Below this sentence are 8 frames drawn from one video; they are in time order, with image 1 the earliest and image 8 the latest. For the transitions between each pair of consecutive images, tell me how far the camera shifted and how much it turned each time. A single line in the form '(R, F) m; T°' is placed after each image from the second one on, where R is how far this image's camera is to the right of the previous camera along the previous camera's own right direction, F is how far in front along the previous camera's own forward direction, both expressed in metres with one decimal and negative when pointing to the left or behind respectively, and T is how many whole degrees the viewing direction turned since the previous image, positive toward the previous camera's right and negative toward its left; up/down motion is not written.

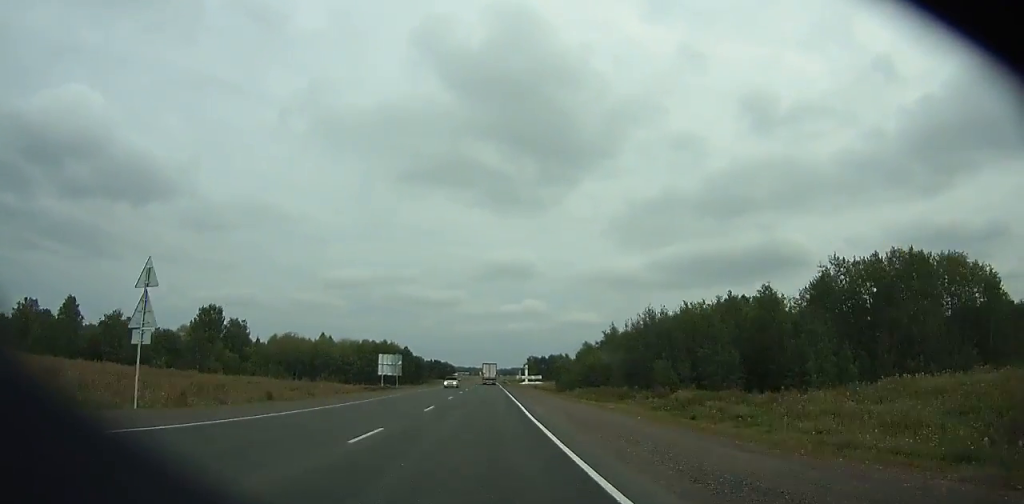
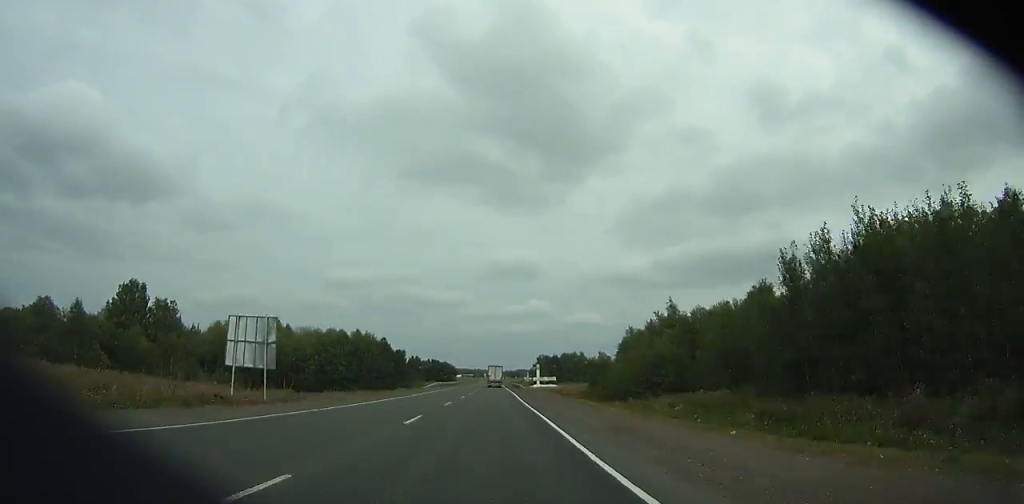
(-0.1, +43.2) m; 0°
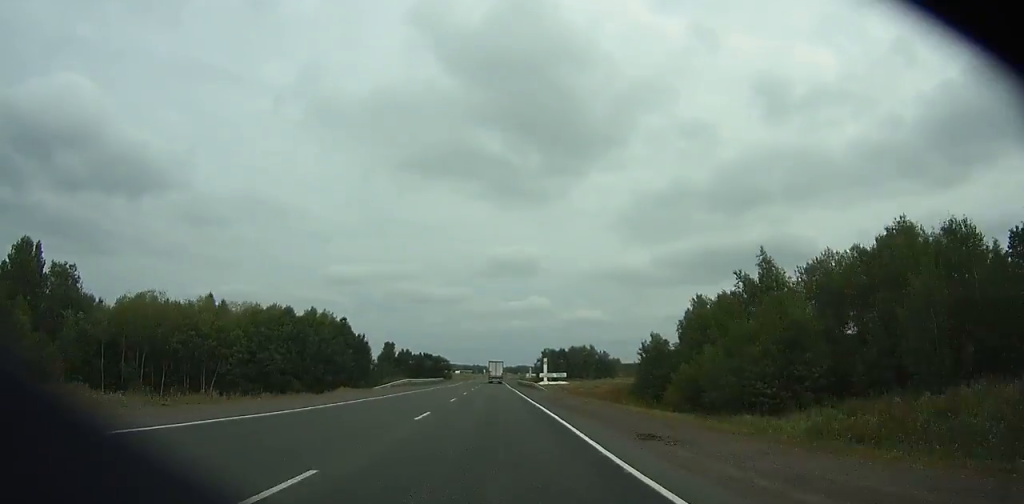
(-0.1, +35.8) m; 0°
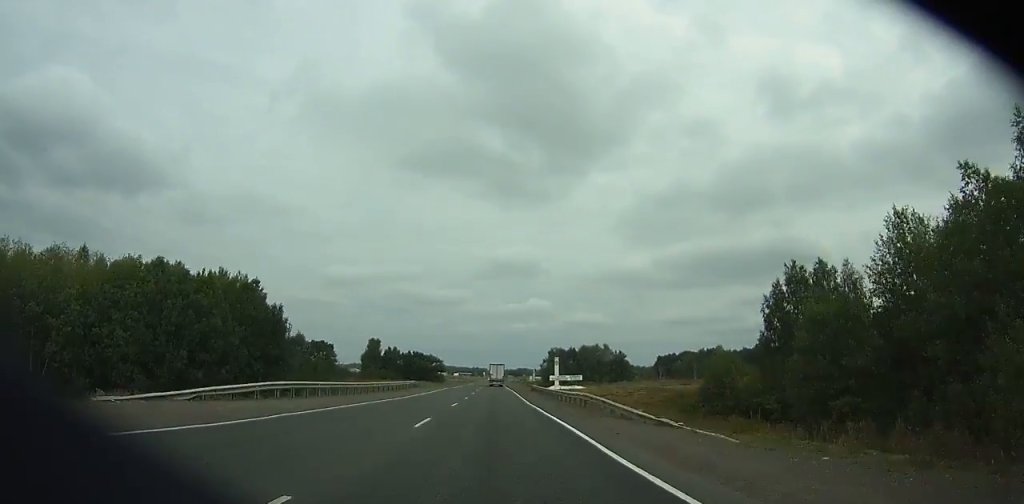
(+0.1, +38.2) m; 0°
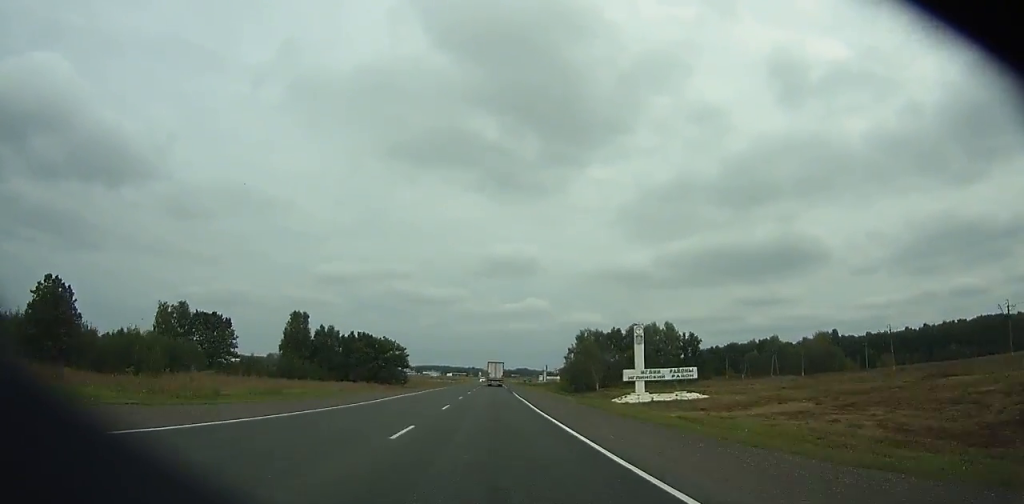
(+0.2, +97.5) m; 0°
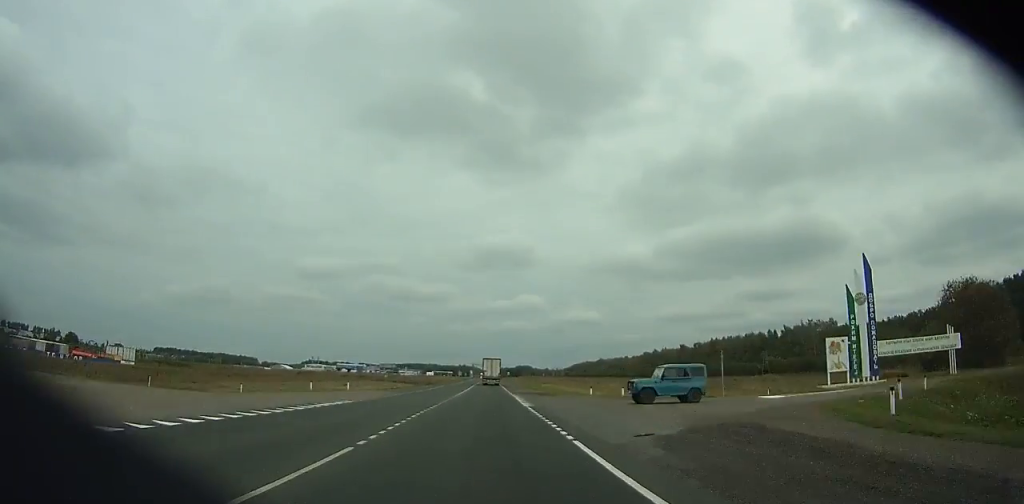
(+1.1, +245.2) m; +1°
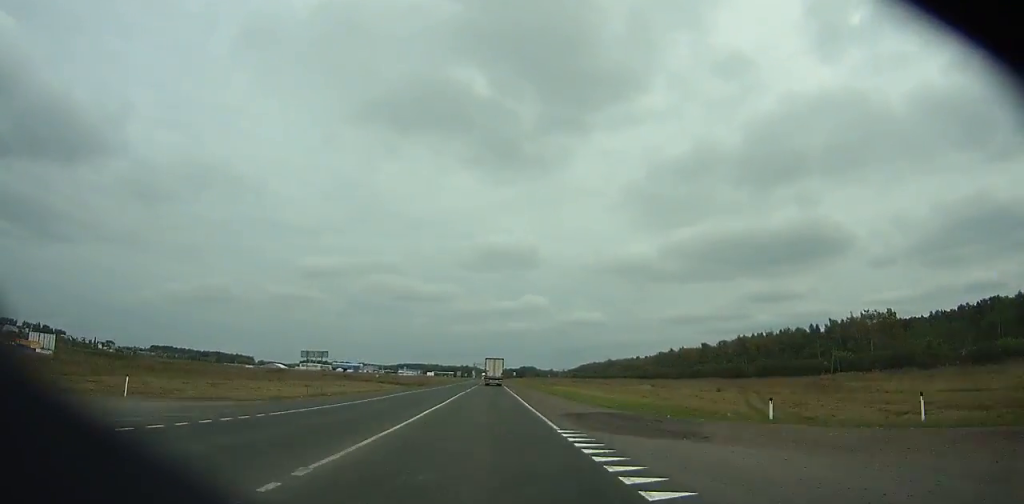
(+0.1, +31.6) m; 0°
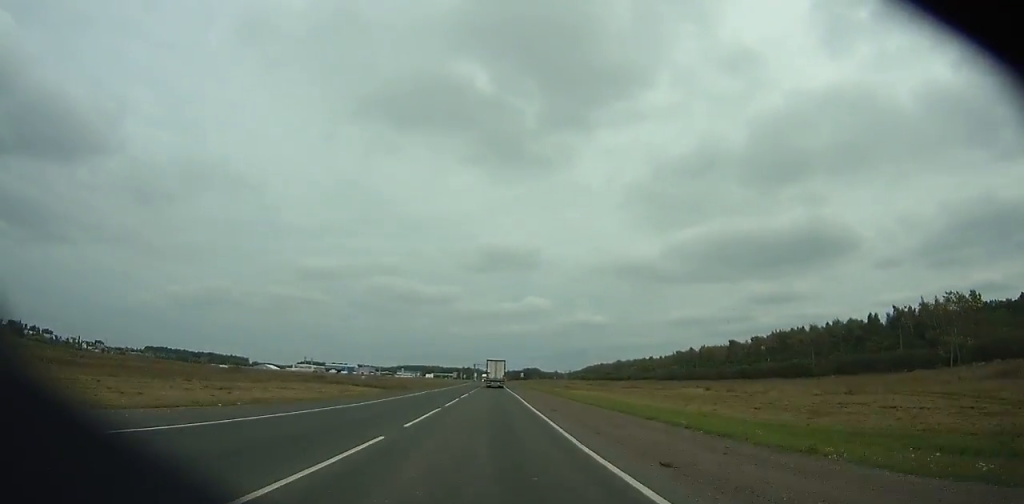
(0.0, +35.8) m; 0°
